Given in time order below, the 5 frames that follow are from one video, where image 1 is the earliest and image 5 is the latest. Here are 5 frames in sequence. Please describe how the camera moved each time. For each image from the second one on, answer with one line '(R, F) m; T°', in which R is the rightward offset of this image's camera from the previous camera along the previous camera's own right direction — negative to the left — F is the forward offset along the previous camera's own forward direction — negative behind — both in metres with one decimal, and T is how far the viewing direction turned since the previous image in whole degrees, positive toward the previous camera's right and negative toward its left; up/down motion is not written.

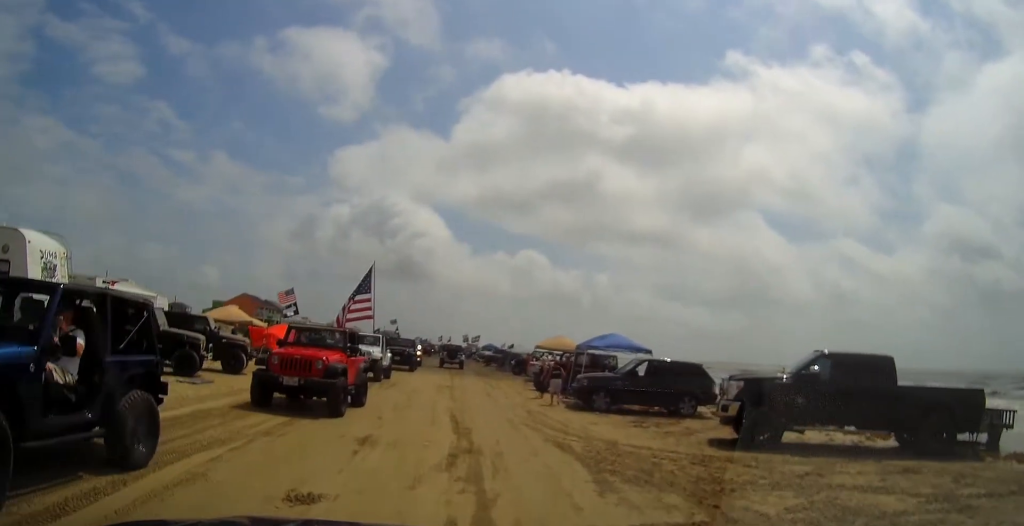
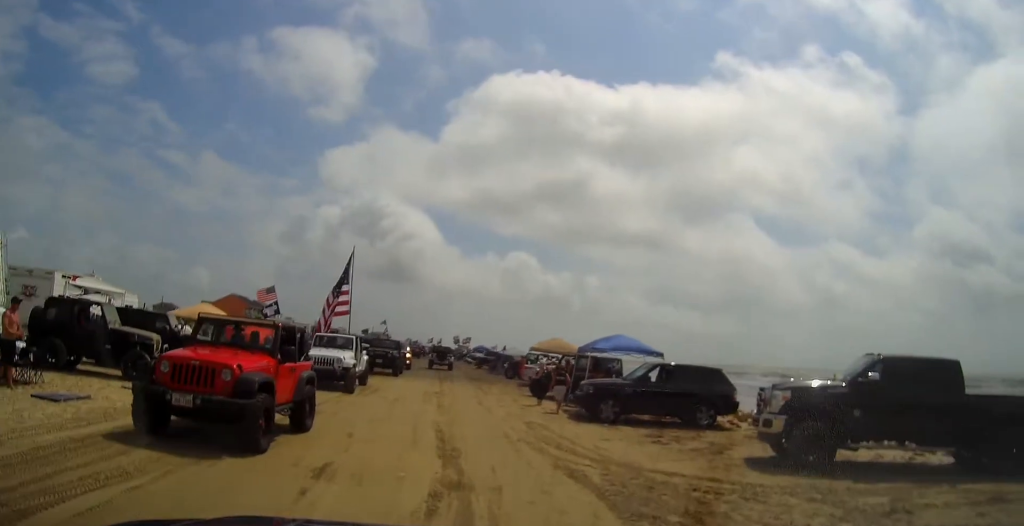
(-0.1, +2.4) m; 0°
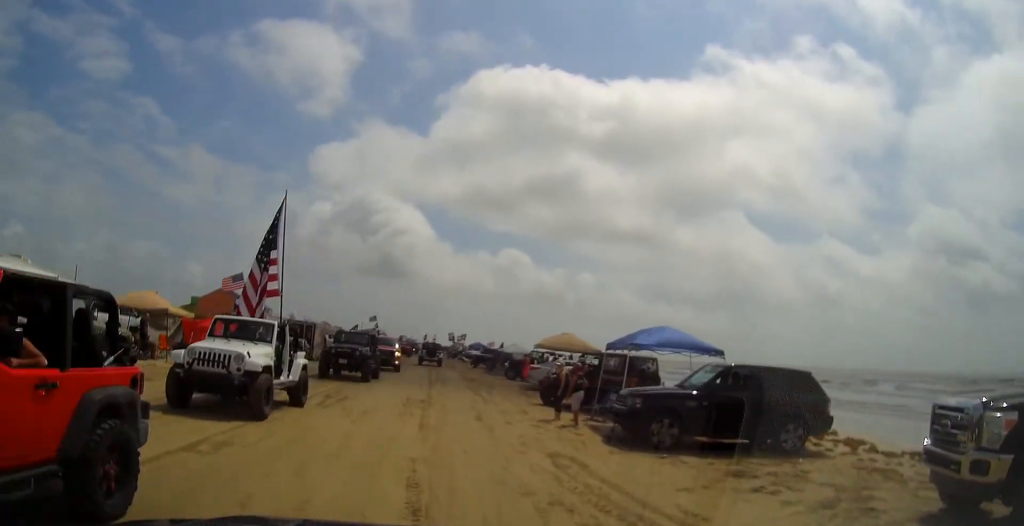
(+0.5, +5.4) m; +1°
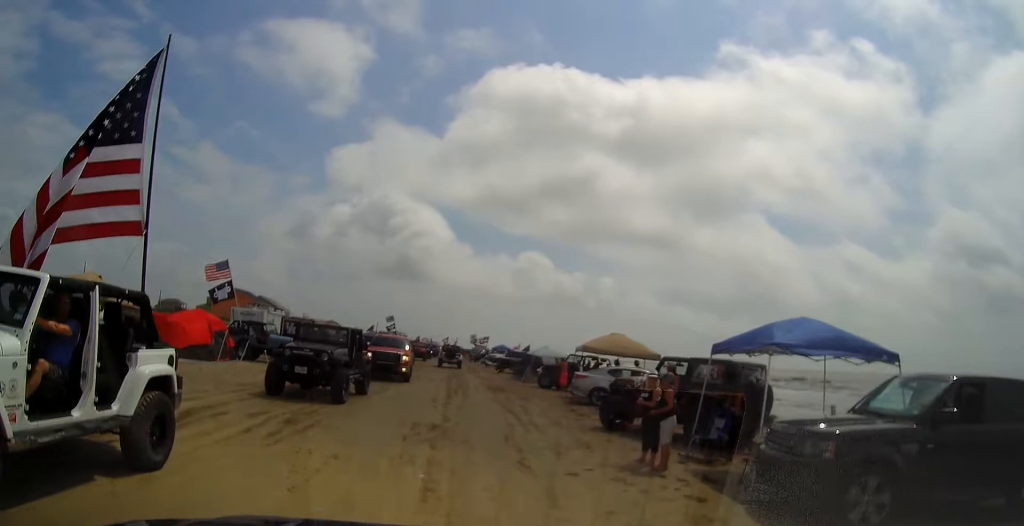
(-0.4, +5.5) m; -4°
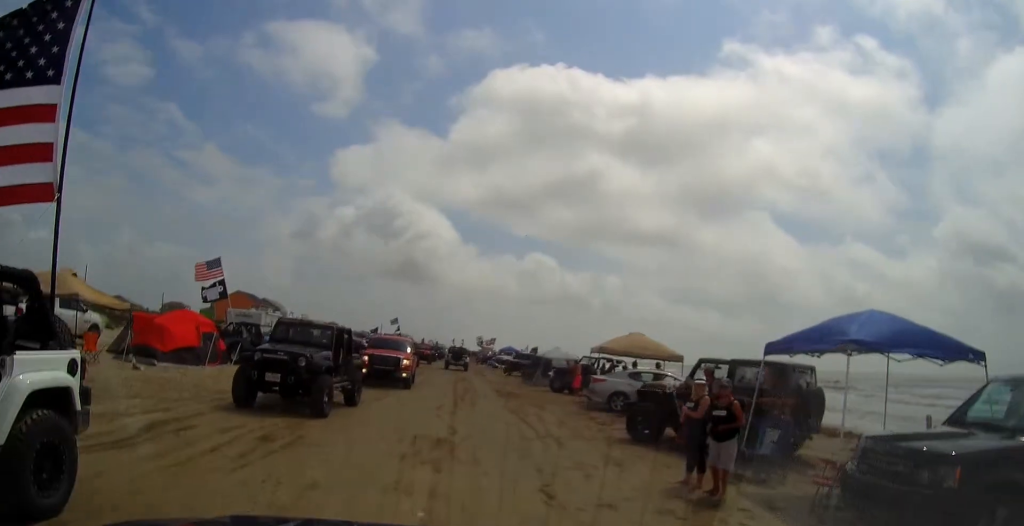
(-0.2, +1.8) m; 0°
